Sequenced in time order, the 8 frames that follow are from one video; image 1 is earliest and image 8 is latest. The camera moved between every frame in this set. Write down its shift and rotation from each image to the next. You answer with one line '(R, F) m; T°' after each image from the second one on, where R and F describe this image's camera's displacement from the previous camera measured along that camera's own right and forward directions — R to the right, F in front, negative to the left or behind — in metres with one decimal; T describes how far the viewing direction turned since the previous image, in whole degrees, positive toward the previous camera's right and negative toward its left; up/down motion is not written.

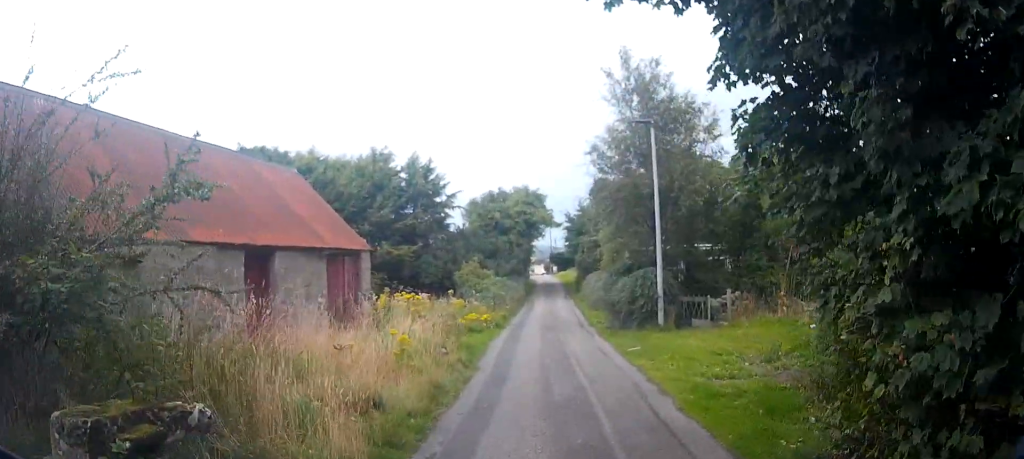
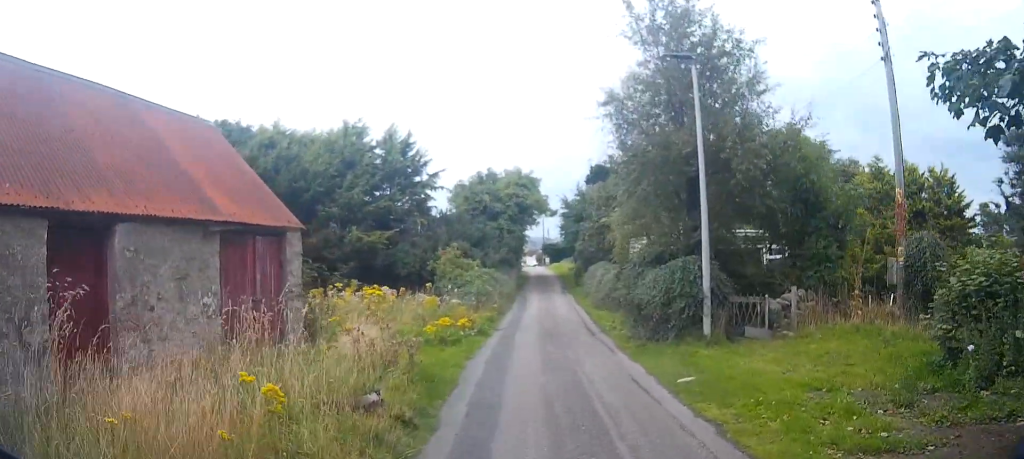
(-0.1, +5.0) m; -3°
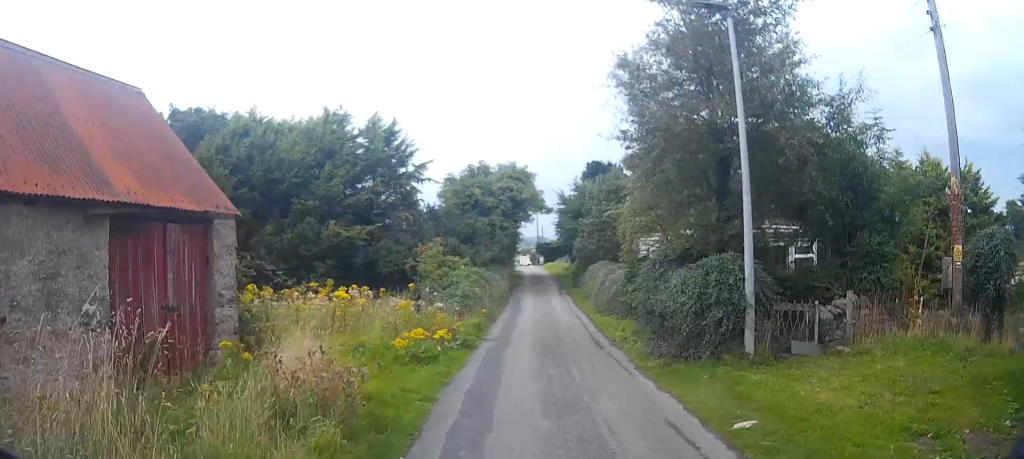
(+0.1, +2.6) m; 0°
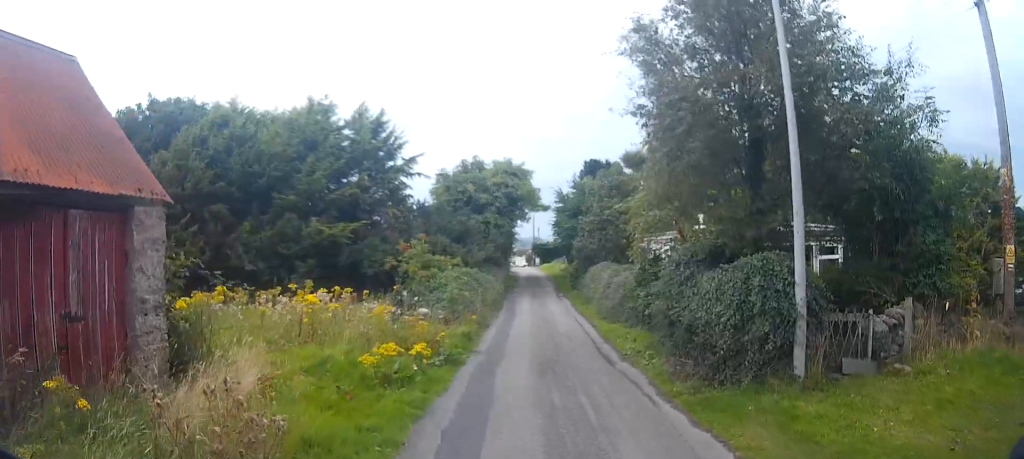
(0.0, +1.8) m; -1°
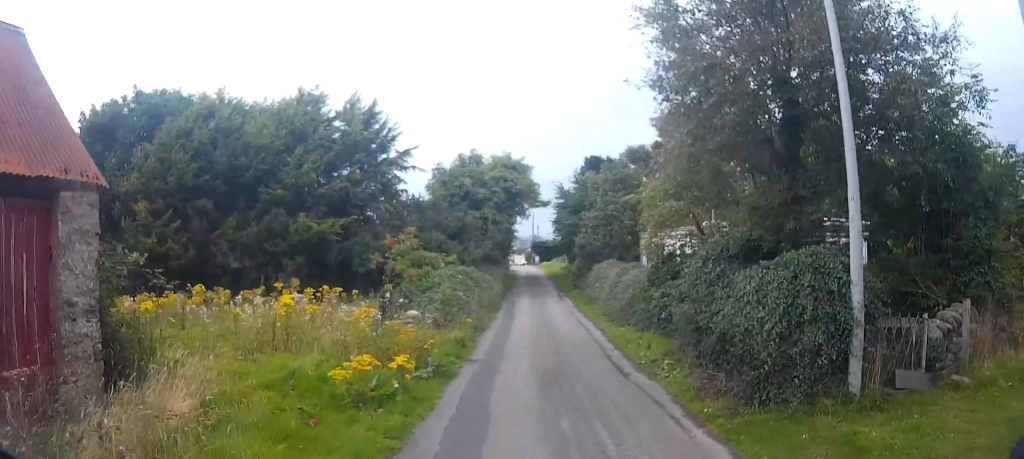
(0.0, +1.3) m; -2°
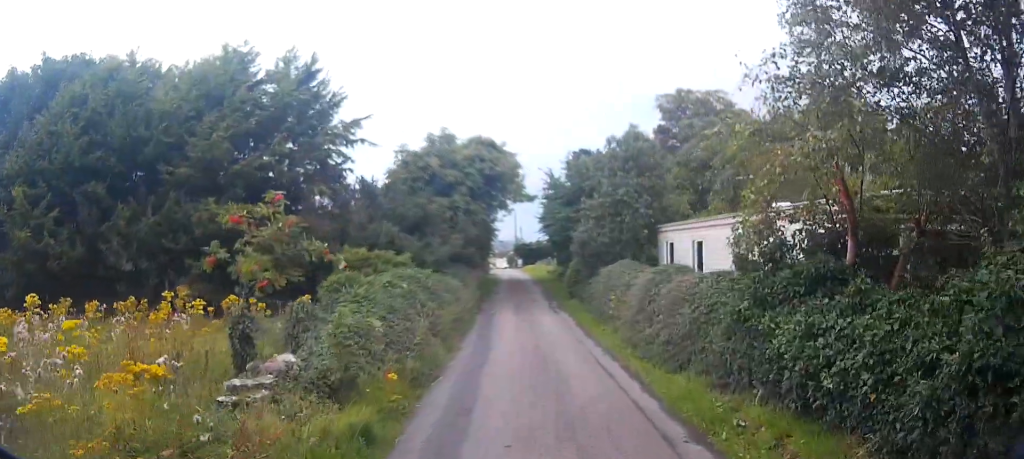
(0.0, +5.6) m; -1°
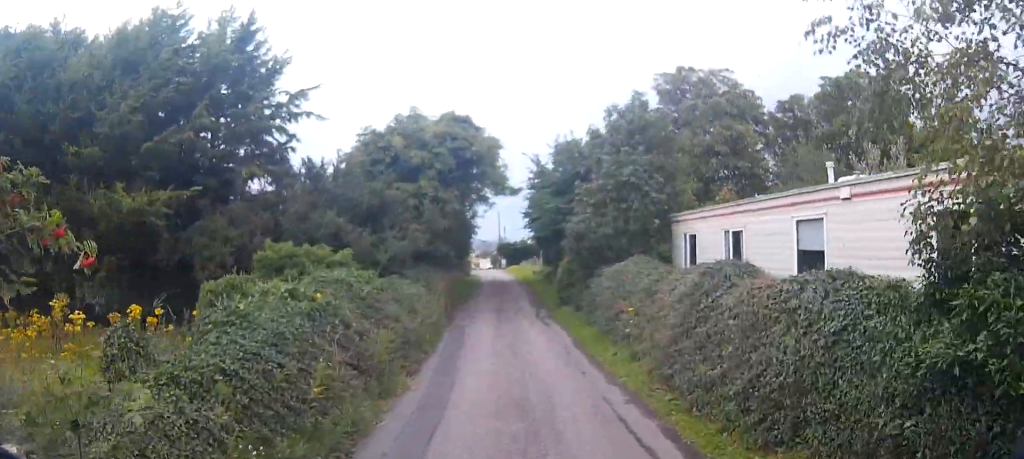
(-0.1, +3.3) m; +2°
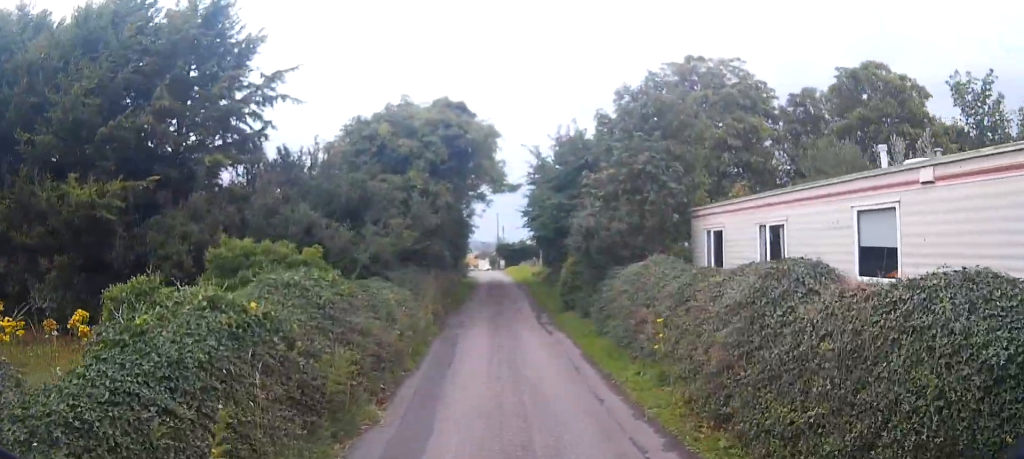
(0.0, +1.5) m; +1°
